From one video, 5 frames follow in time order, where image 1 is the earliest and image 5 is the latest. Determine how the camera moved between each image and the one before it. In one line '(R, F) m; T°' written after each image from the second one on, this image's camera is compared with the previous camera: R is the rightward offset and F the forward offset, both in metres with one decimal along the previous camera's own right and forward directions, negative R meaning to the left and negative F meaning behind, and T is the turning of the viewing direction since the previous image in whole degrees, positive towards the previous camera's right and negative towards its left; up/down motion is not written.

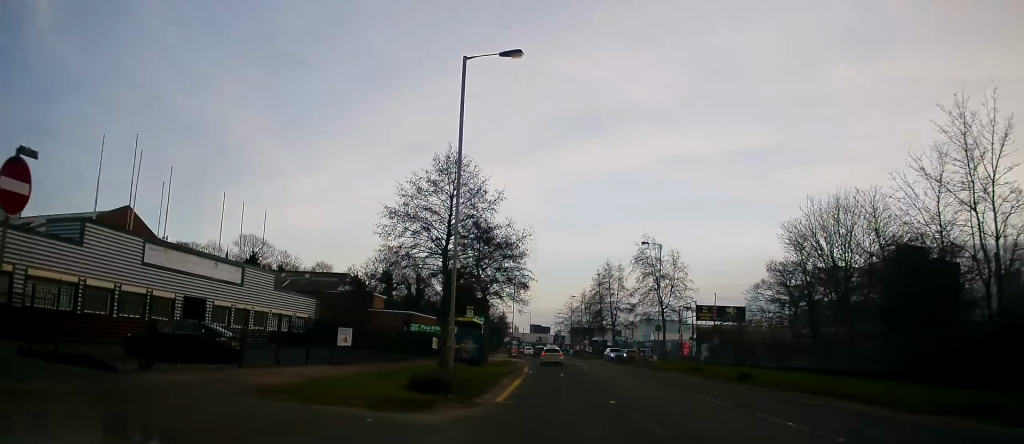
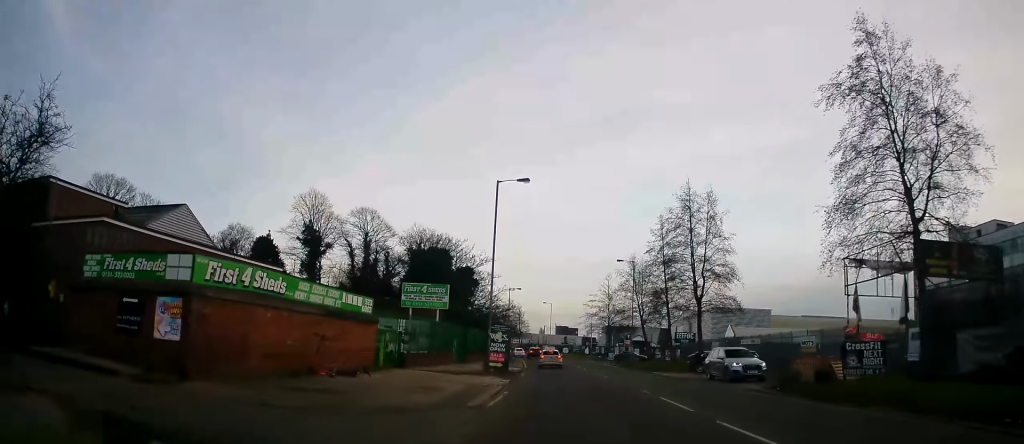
(-0.6, +42.5) m; -2°
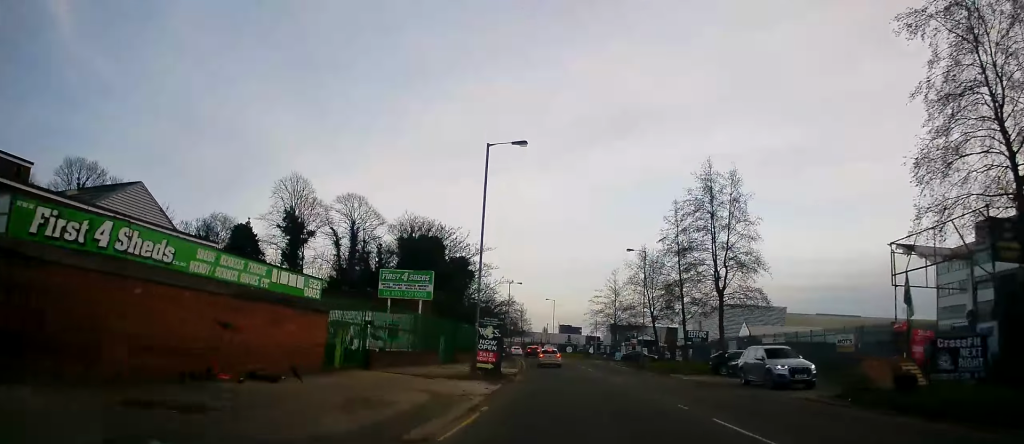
(-0.1, +5.7) m; -1°
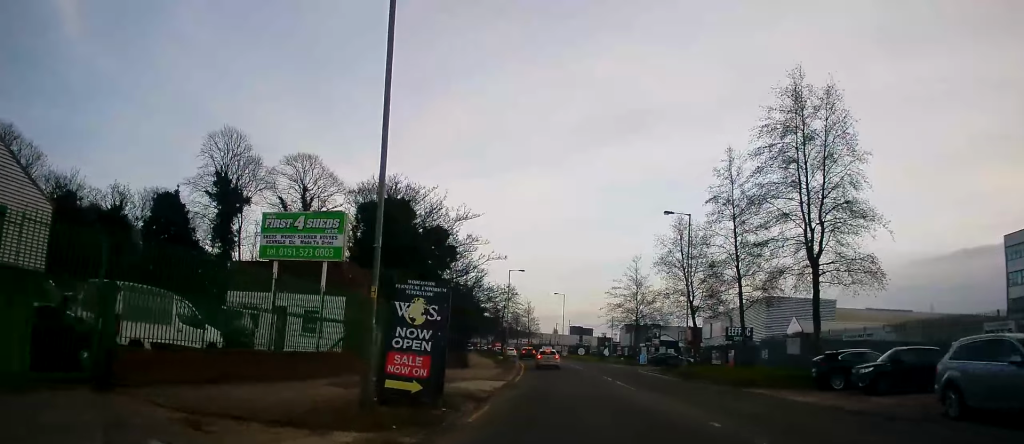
(0.0, +15.1) m; -1°
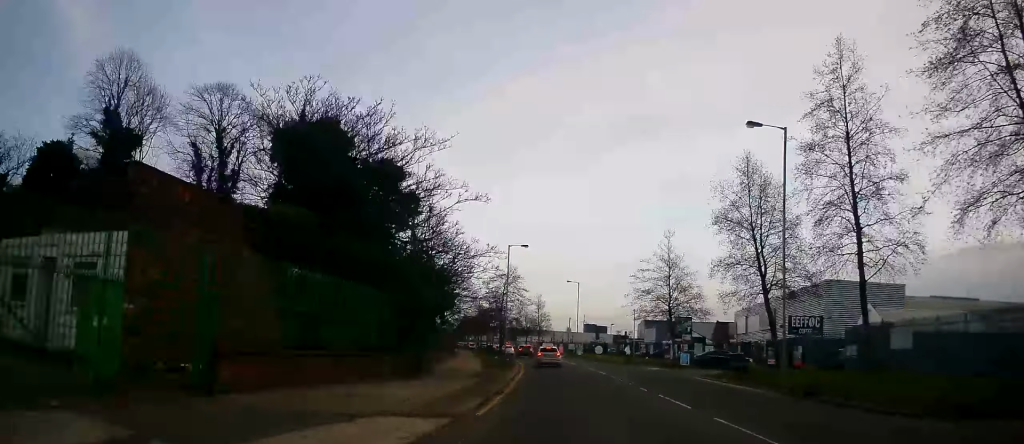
(-0.3, +15.5) m; -2°
